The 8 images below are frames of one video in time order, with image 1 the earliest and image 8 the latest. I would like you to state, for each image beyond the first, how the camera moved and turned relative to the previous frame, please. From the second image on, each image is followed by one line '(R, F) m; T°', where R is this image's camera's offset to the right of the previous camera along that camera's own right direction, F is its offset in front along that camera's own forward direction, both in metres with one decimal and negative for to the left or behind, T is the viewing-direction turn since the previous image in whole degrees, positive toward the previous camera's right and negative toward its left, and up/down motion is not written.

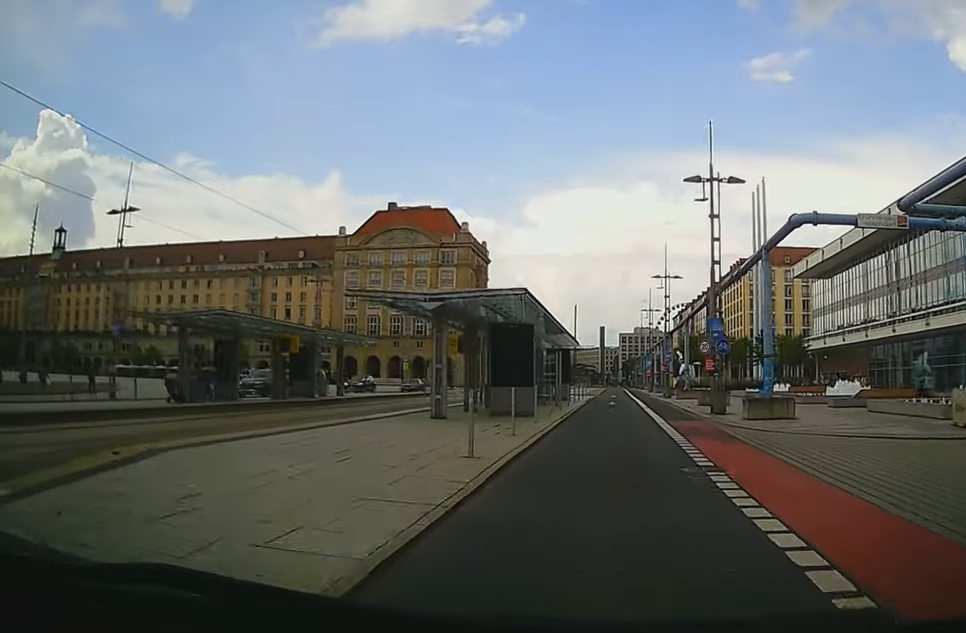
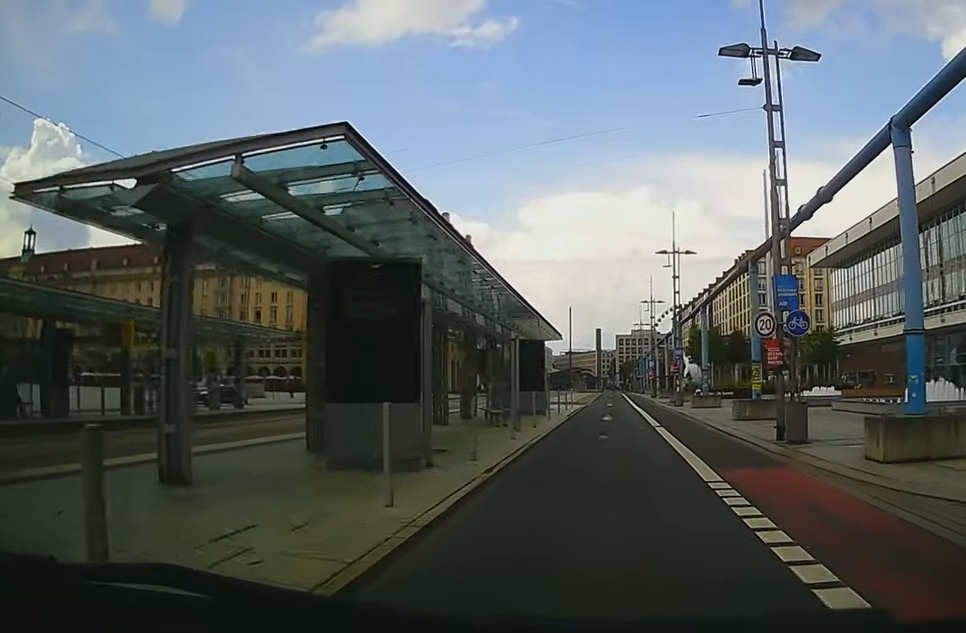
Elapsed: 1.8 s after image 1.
(0.0, +12.0) m; 0°
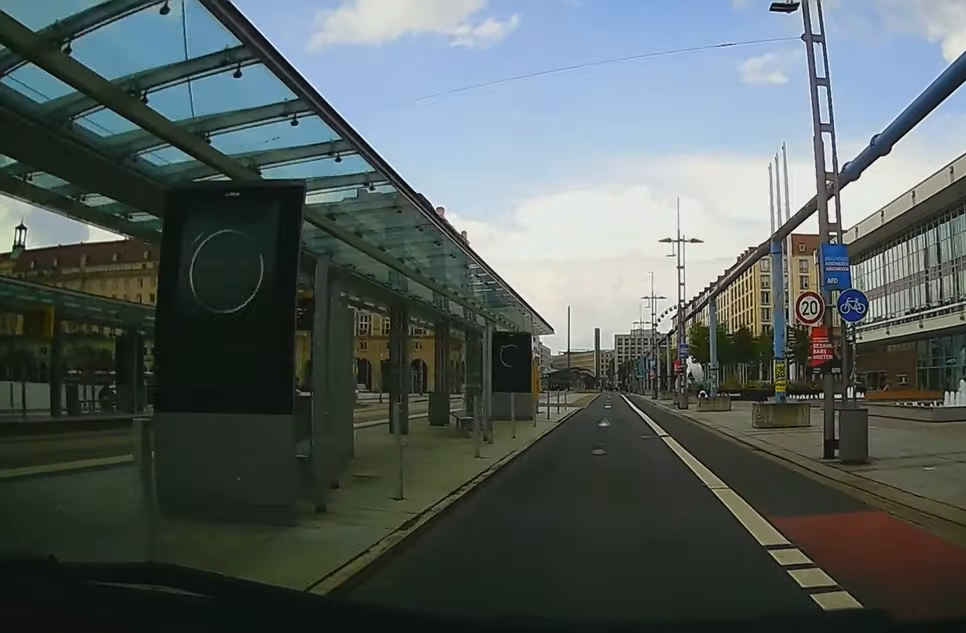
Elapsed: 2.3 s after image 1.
(+0.1, +3.5) m; 0°
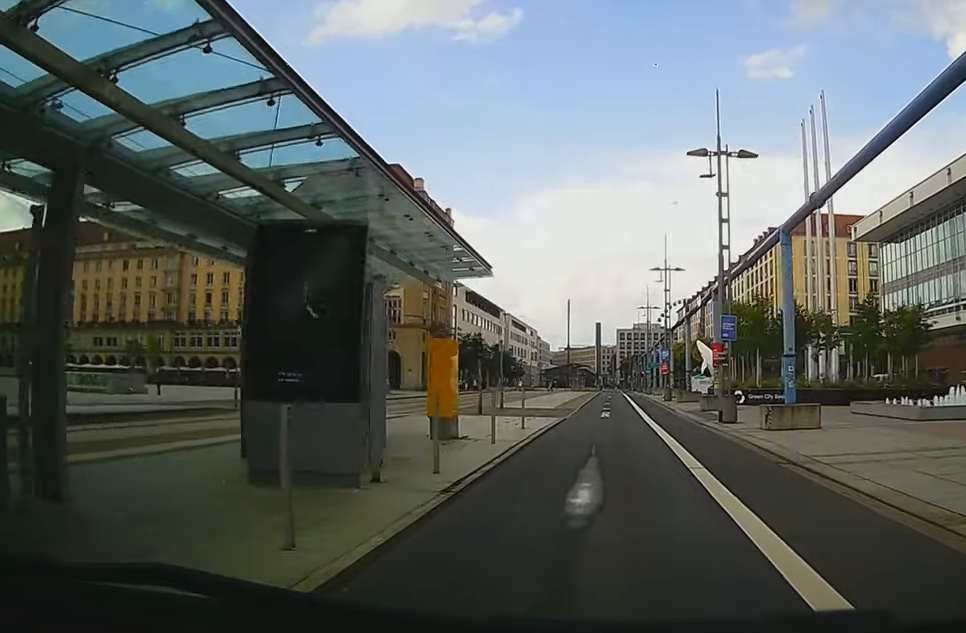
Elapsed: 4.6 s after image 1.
(-0.3, +18.0) m; -1°
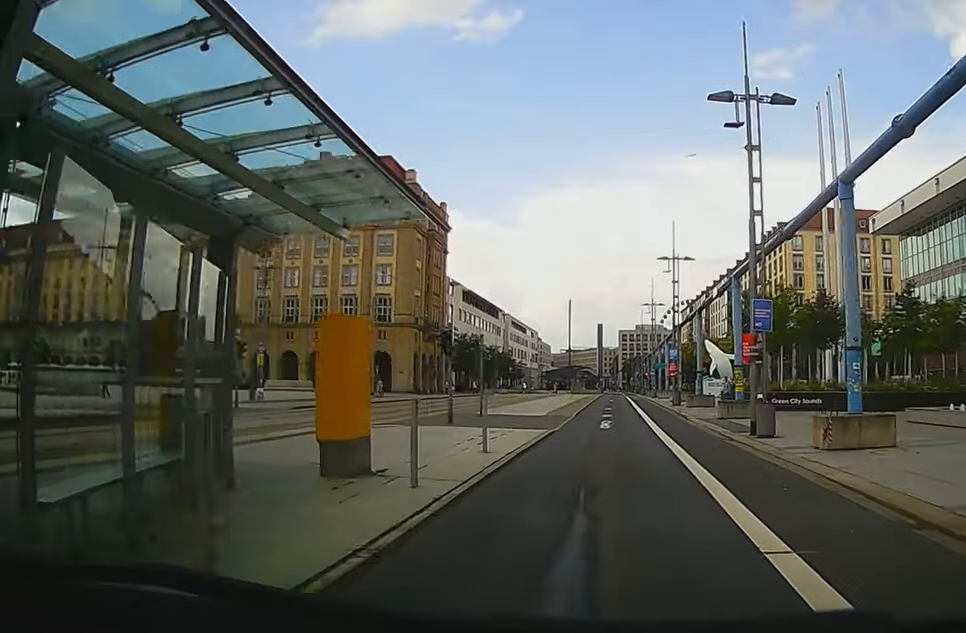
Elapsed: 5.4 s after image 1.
(+0.1, +7.0) m; 0°
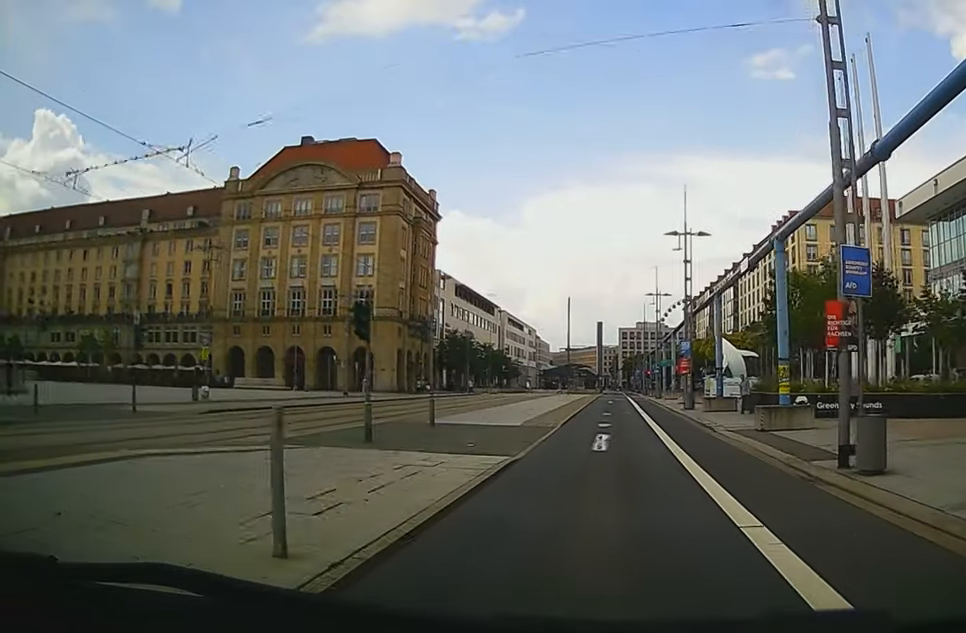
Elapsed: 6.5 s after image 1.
(-0.1, +9.1) m; 0°
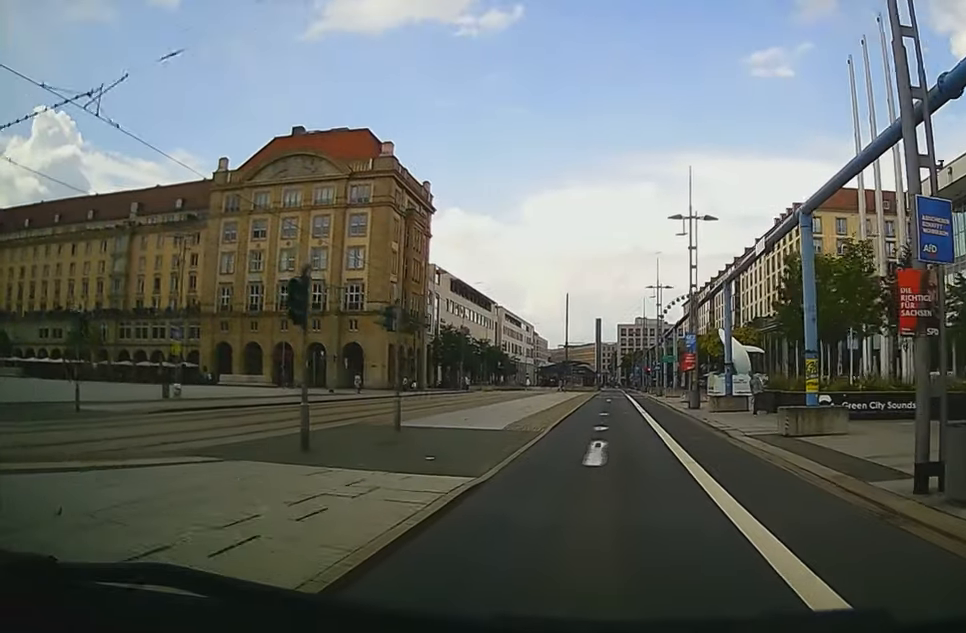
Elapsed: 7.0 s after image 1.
(+0.1, +3.6) m; 0°
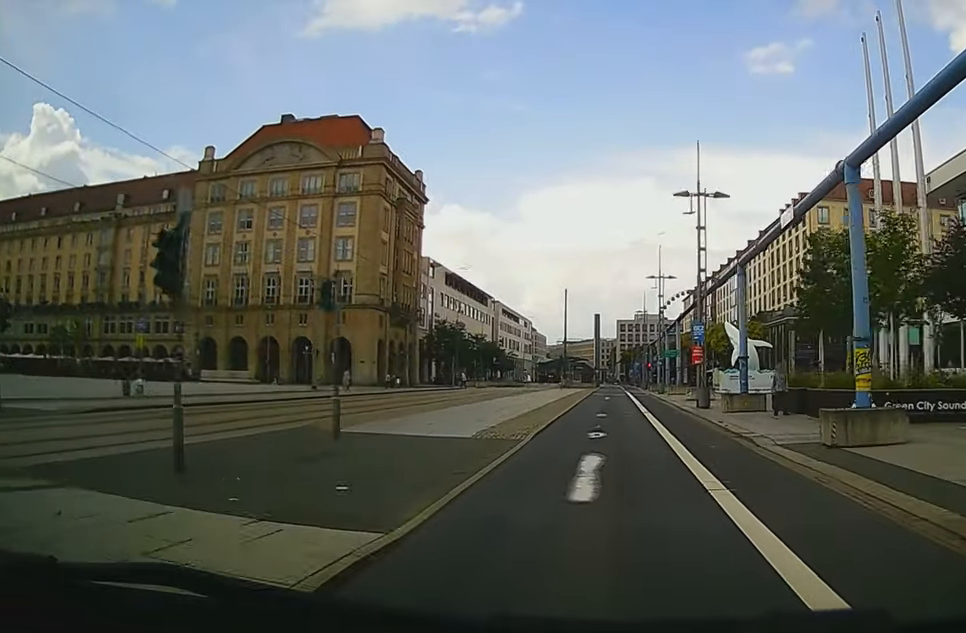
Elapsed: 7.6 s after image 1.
(0.0, +4.1) m; 0°
